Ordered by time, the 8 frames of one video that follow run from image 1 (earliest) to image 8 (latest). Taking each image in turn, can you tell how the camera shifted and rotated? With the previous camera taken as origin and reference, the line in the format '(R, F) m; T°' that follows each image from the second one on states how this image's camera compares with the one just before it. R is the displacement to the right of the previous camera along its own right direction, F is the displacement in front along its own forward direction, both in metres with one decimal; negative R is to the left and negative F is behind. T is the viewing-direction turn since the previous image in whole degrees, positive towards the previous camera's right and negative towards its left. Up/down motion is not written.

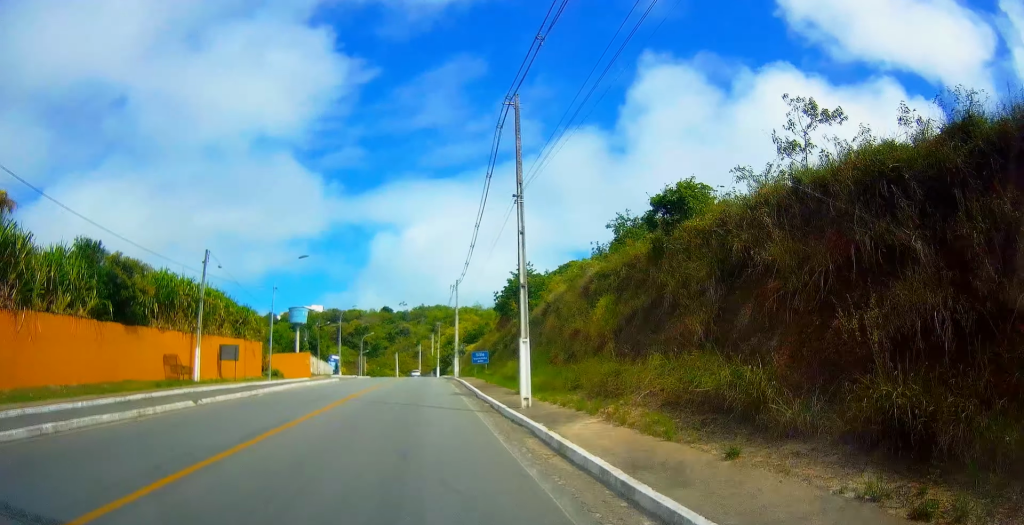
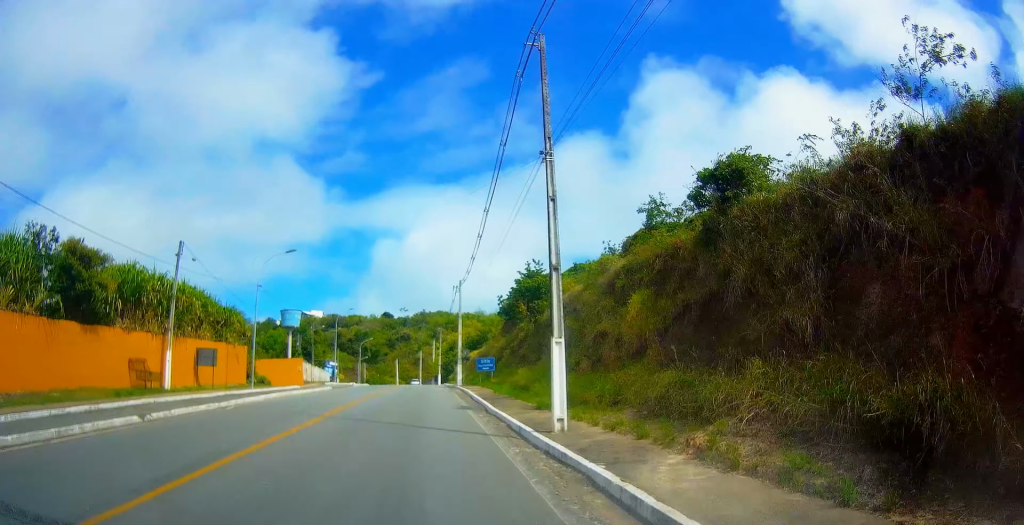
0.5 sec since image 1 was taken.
(0.0, +4.7) m; 0°
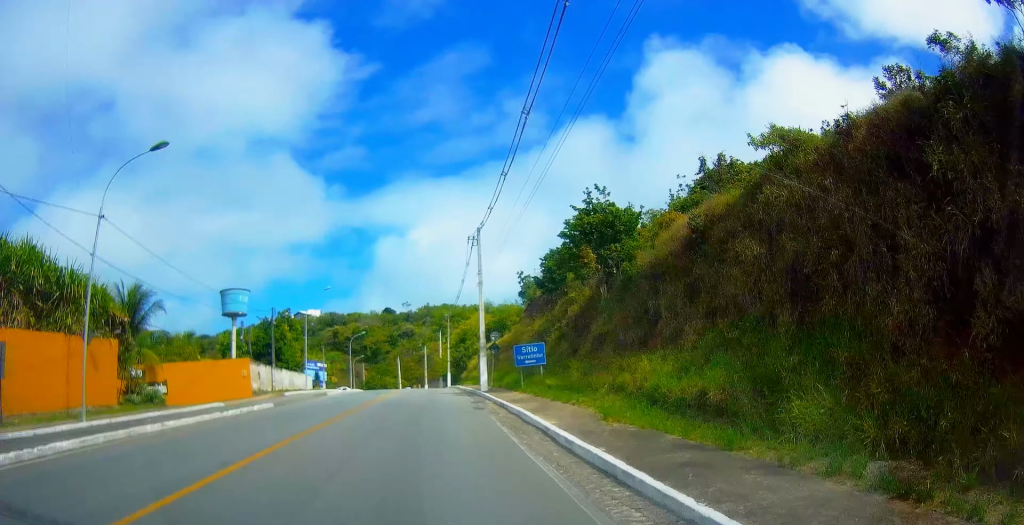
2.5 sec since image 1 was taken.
(0.0, +17.5) m; 0°
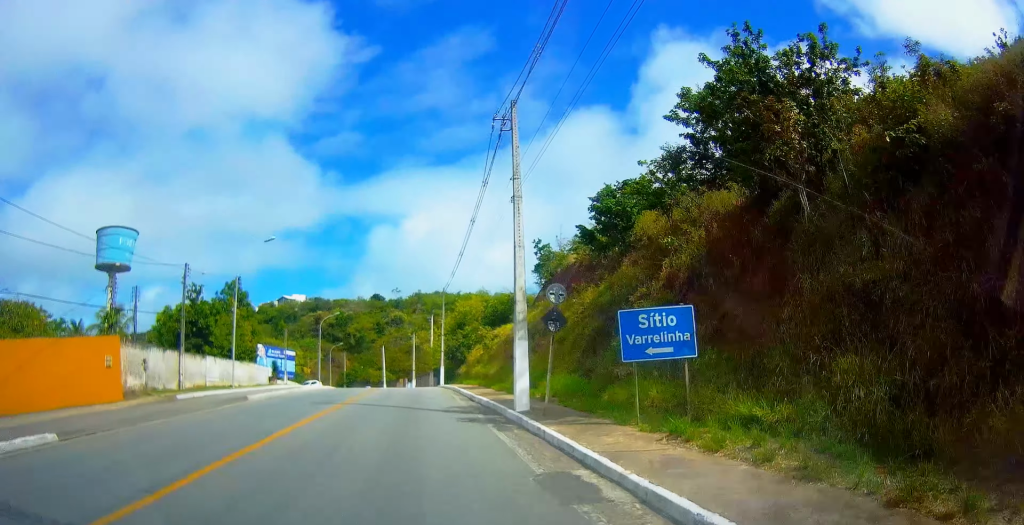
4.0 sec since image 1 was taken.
(-0.2, +15.9) m; -1°
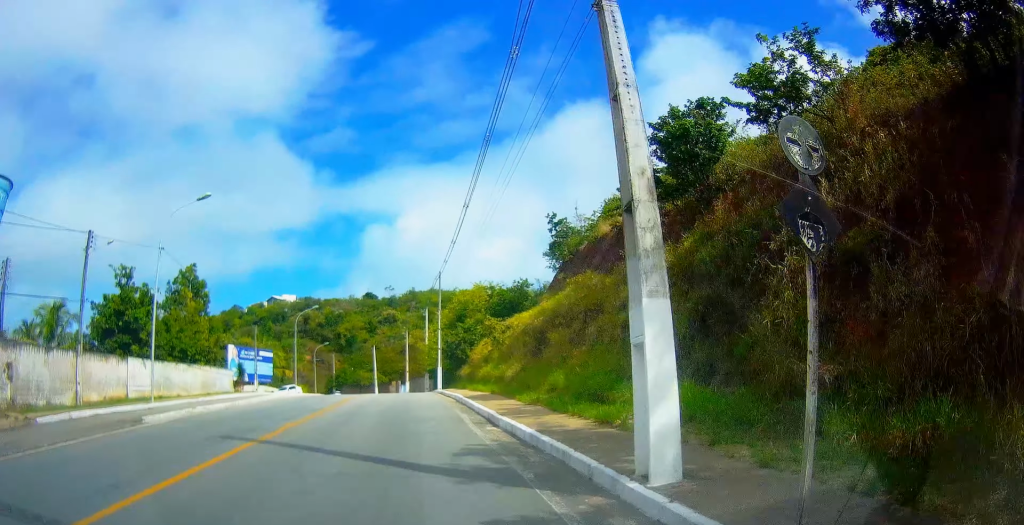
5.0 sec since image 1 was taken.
(-0.1, +10.5) m; -1°
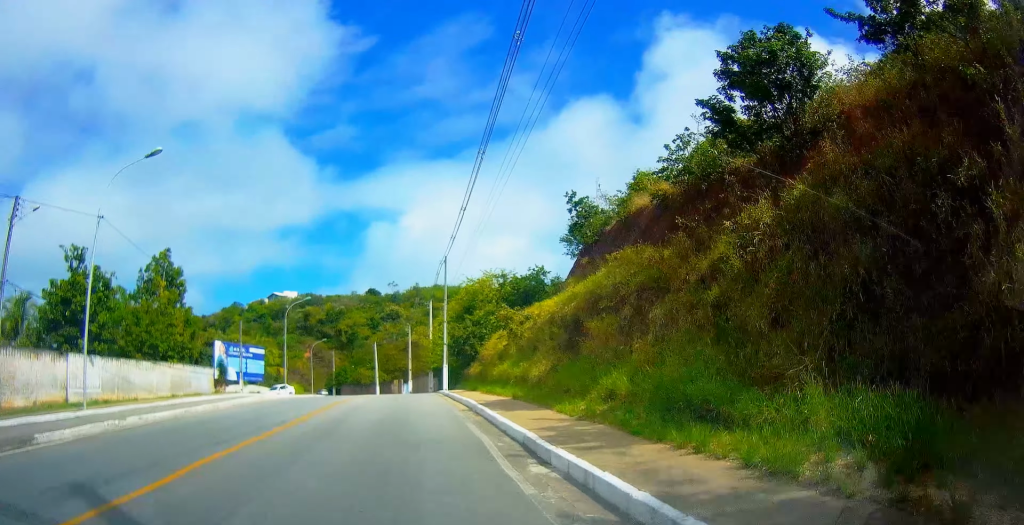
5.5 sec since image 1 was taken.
(+0.2, +6.0) m; -1°
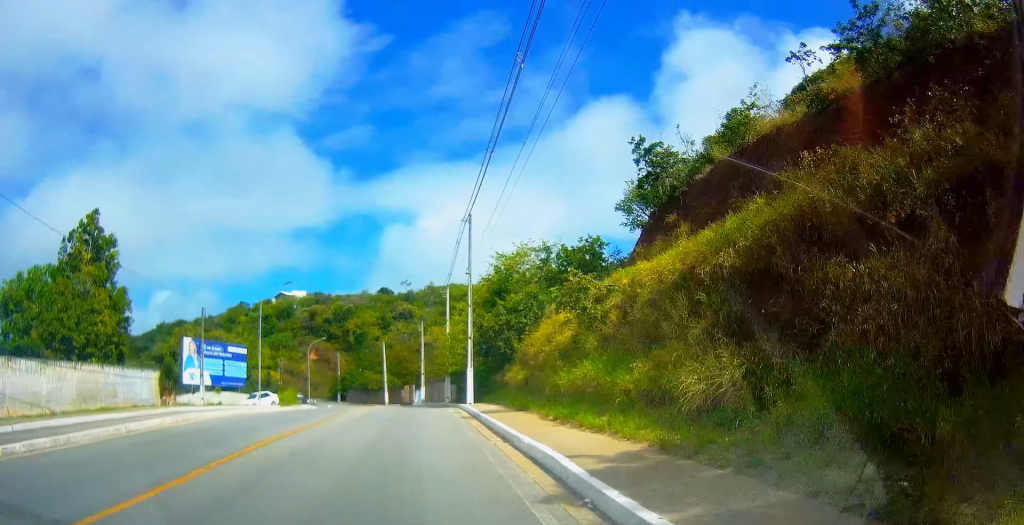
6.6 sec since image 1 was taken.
(-0.6, +12.5) m; -2°
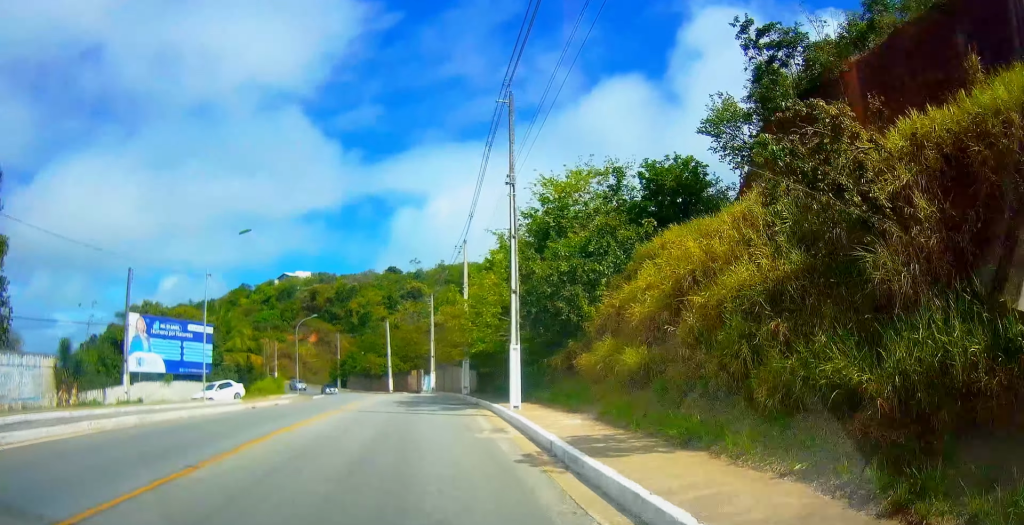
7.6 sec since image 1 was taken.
(+0.4, +12.2) m; 0°
